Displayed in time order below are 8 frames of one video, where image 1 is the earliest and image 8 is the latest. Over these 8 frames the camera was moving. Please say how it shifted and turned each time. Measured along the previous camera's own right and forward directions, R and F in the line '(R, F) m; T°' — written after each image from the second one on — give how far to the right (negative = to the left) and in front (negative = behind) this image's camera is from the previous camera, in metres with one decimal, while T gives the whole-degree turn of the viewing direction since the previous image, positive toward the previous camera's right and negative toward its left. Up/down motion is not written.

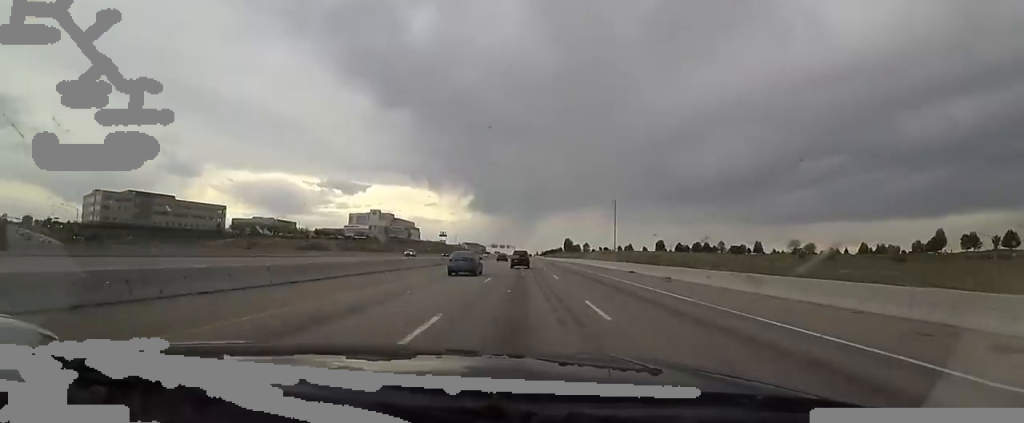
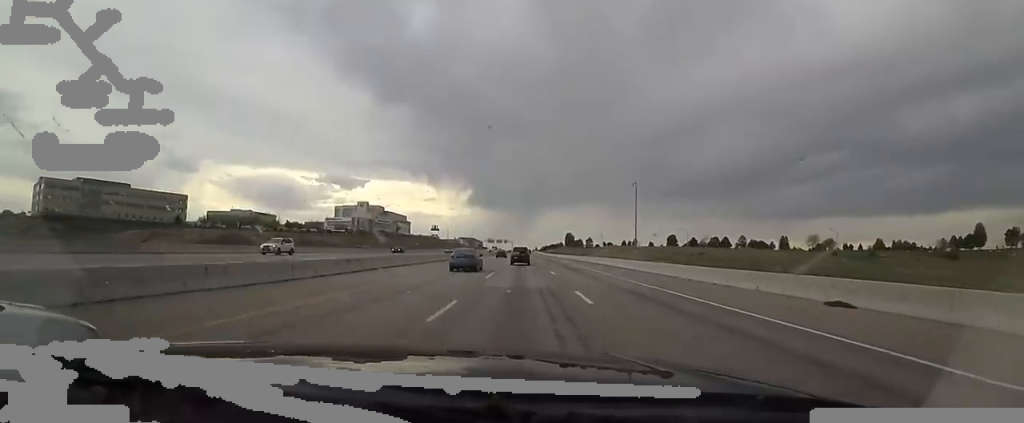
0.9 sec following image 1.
(+0.9, +27.7) m; 0°
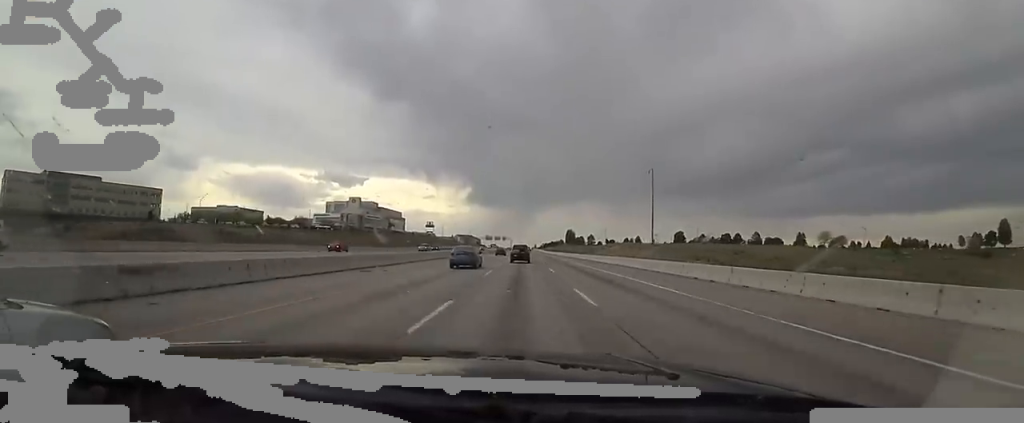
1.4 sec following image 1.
(+0.2, +16.1) m; -1°
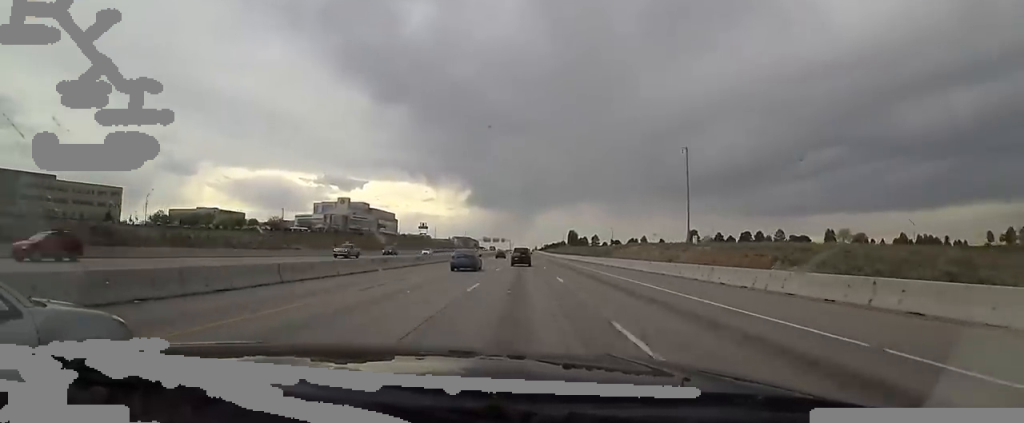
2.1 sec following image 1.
(-1.0, +20.8) m; -2°
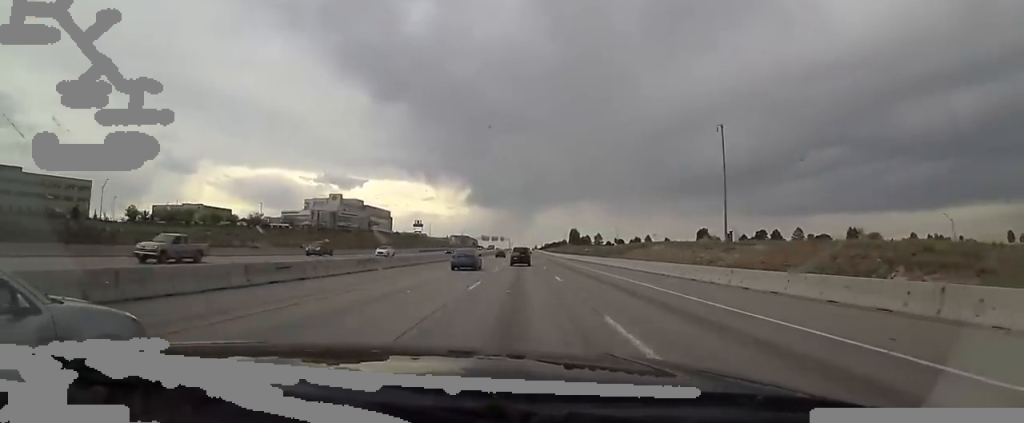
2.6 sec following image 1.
(0.0, +14.1) m; 0°
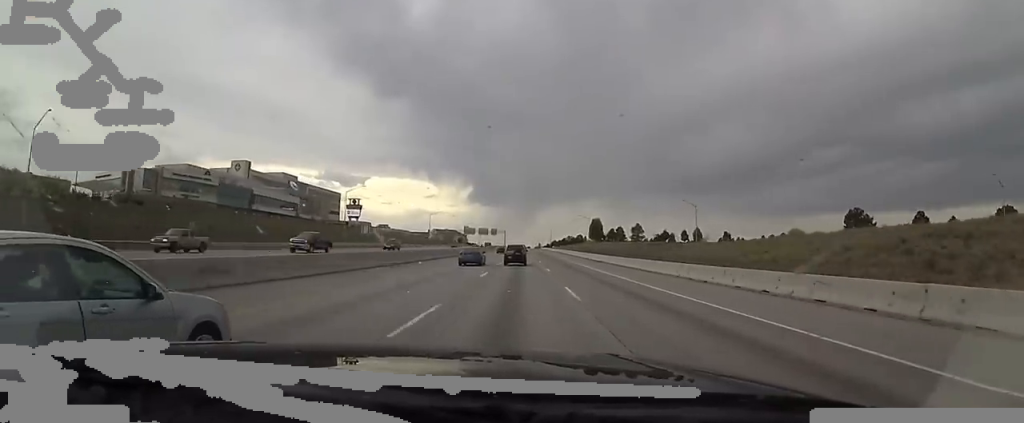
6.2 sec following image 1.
(+3.5, +114.1) m; +3°
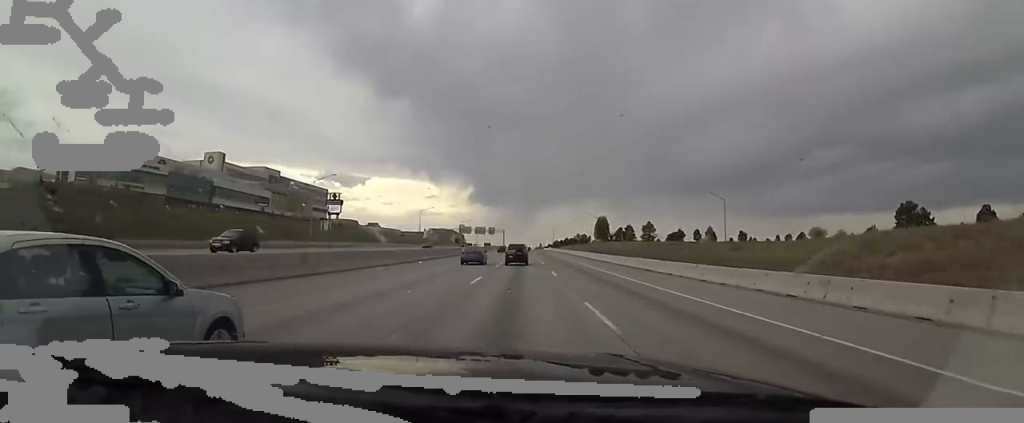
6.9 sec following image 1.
(-0.7, +20.1) m; -1°
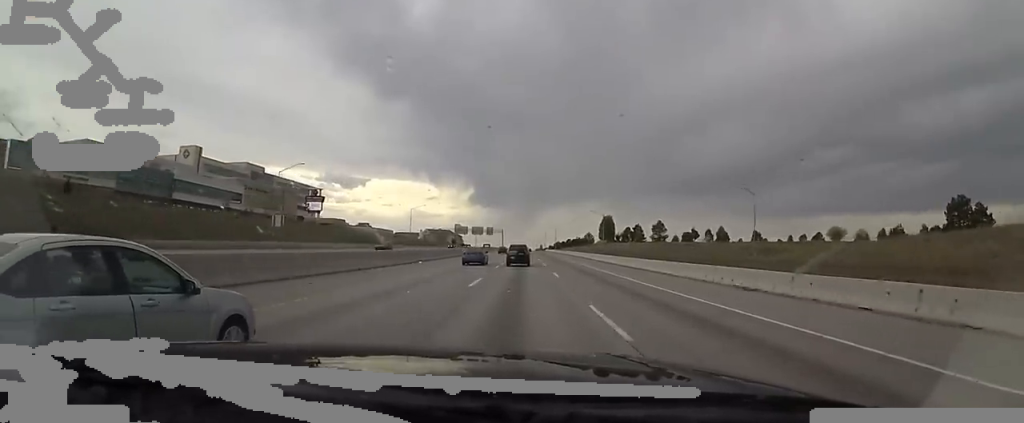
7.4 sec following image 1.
(-0.3, +15.9) m; -1°
